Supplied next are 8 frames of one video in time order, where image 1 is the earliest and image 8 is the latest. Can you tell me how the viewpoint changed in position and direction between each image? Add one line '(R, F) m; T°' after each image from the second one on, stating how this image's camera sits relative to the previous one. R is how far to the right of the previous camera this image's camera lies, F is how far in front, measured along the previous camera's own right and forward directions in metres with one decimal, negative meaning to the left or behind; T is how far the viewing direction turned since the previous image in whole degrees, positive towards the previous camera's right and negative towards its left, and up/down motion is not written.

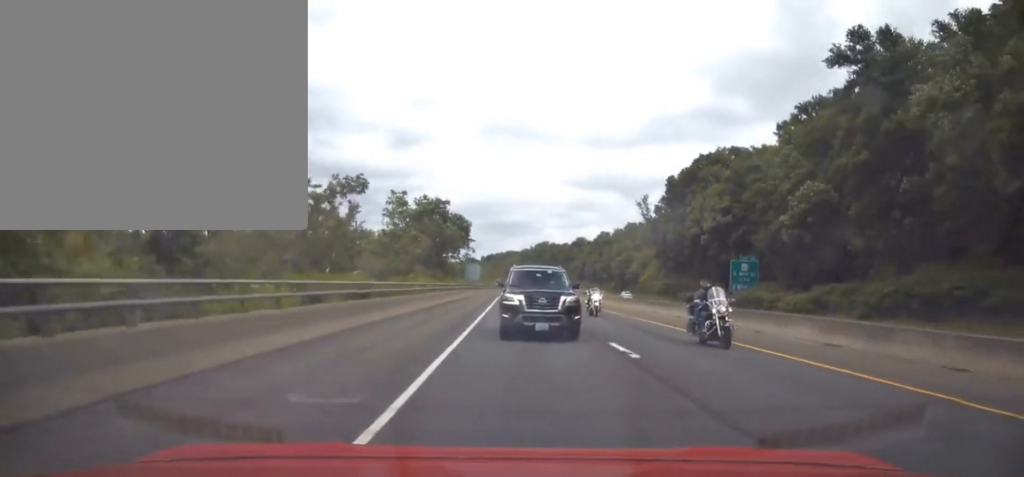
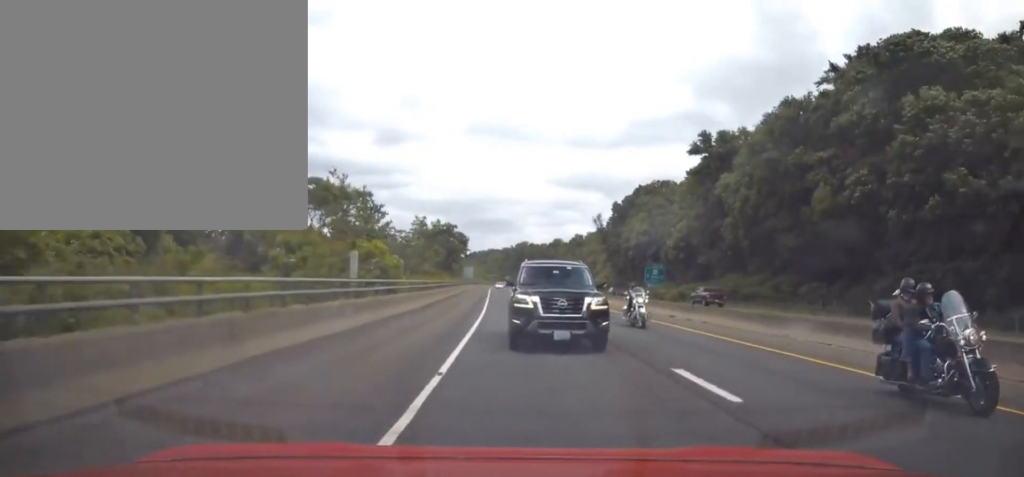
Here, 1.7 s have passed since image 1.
(+0.5, +44.0) m; +1°
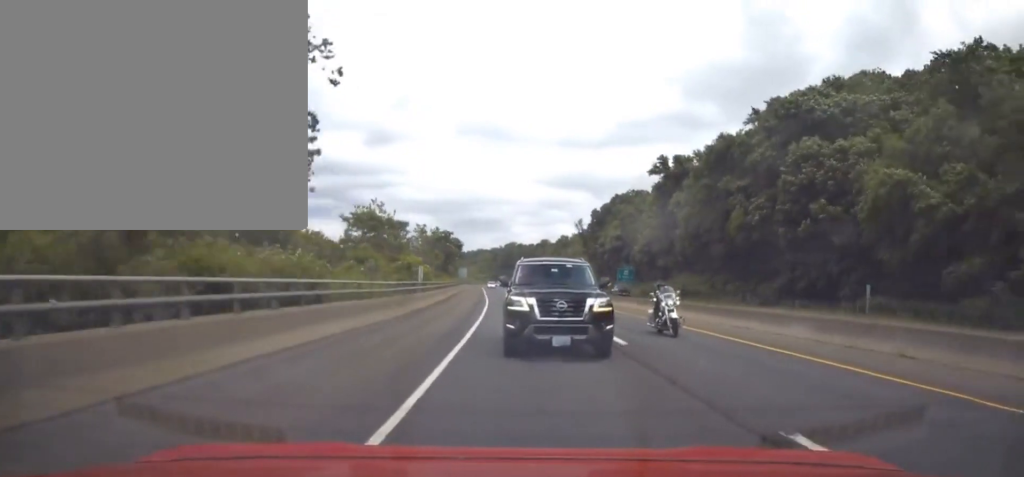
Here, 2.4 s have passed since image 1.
(+0.2, +19.3) m; +1°
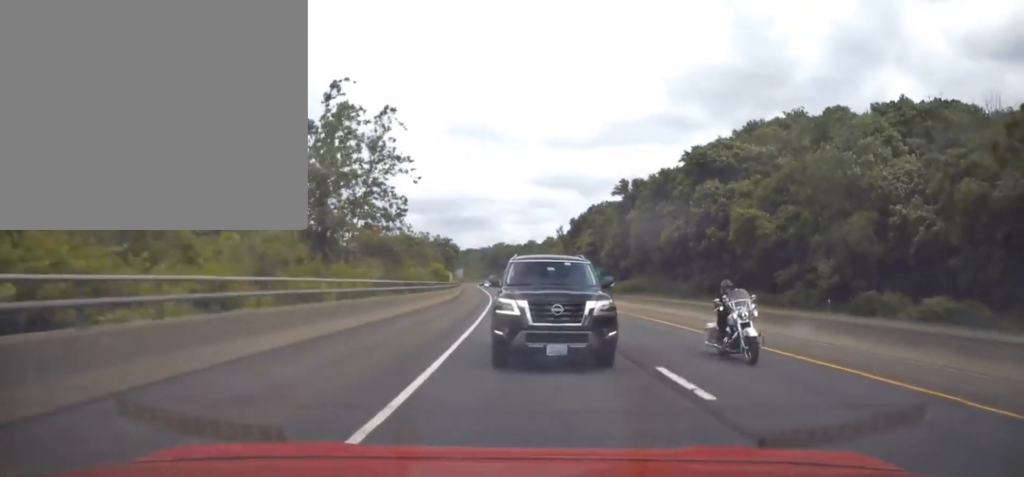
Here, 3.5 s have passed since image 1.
(+0.7, +29.0) m; +1°
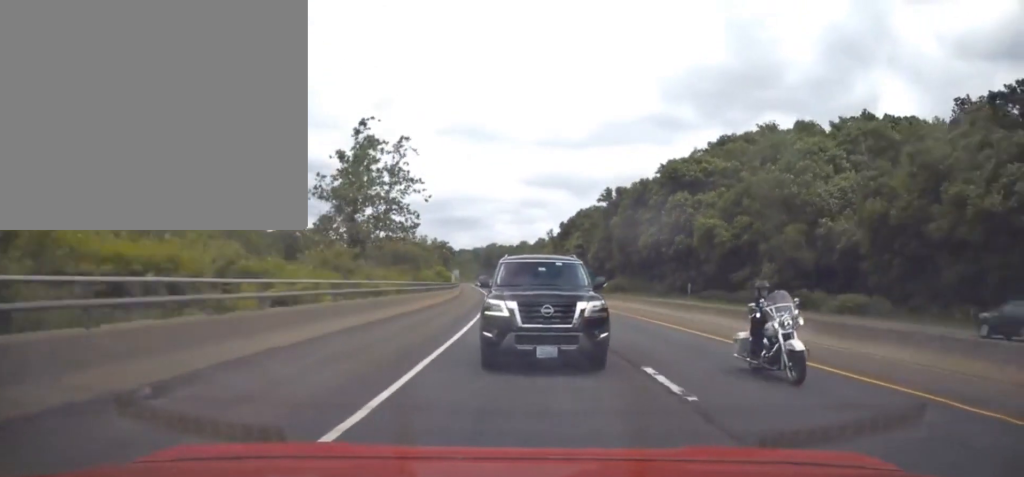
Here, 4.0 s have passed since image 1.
(0.0, +12.3) m; 0°
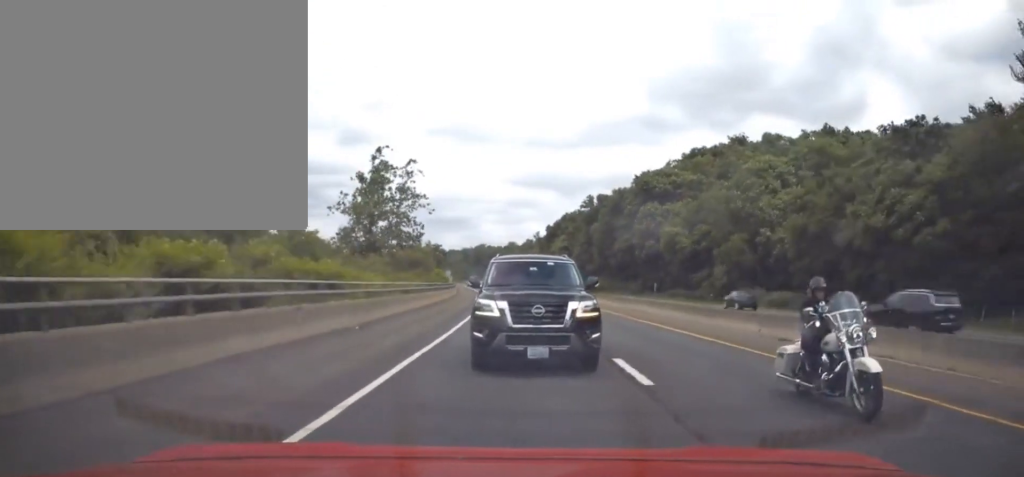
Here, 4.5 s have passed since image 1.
(-0.2, +13.2) m; 0°
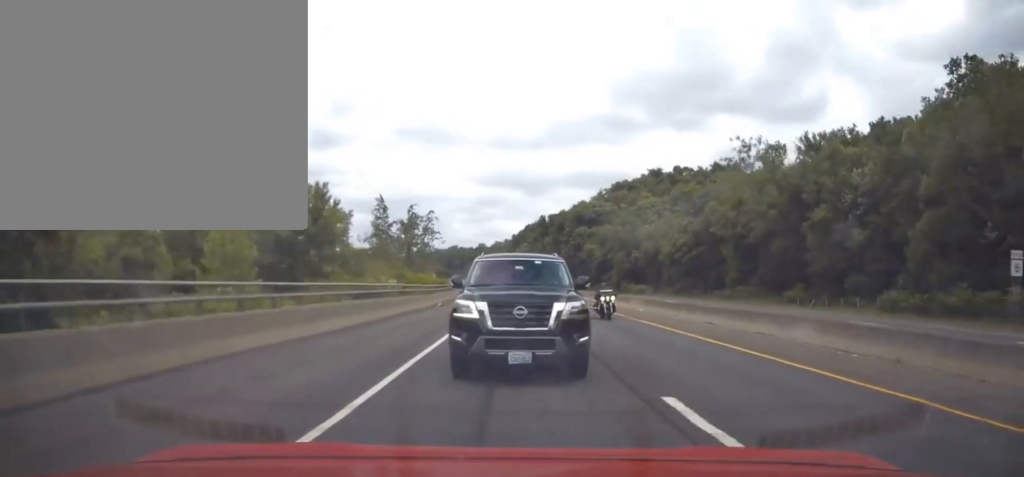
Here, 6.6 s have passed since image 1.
(+2.5, +57.0) m; +4°
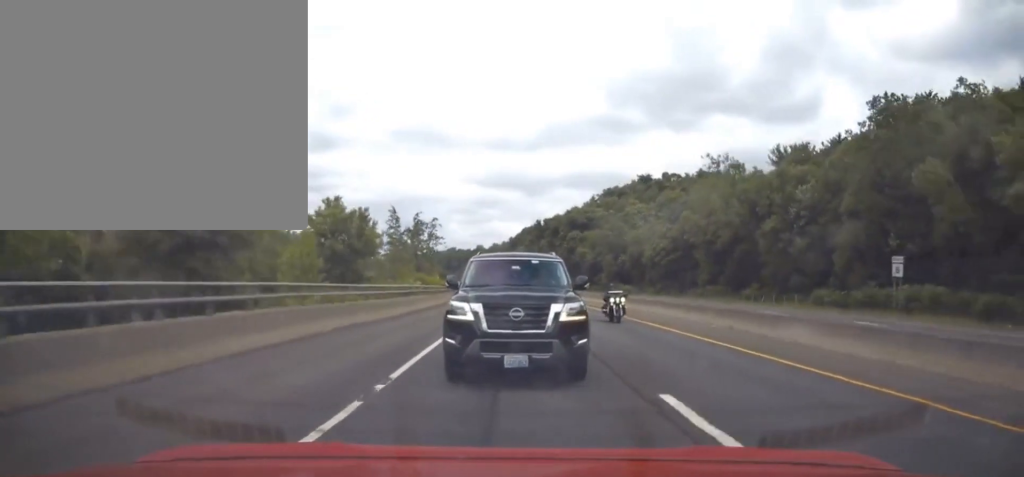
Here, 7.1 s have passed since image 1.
(0.0, +12.4) m; 0°
